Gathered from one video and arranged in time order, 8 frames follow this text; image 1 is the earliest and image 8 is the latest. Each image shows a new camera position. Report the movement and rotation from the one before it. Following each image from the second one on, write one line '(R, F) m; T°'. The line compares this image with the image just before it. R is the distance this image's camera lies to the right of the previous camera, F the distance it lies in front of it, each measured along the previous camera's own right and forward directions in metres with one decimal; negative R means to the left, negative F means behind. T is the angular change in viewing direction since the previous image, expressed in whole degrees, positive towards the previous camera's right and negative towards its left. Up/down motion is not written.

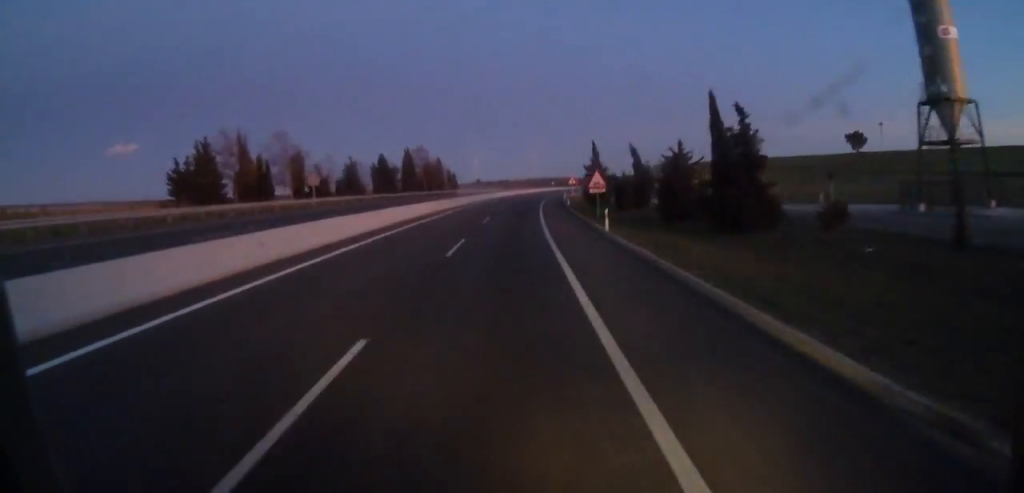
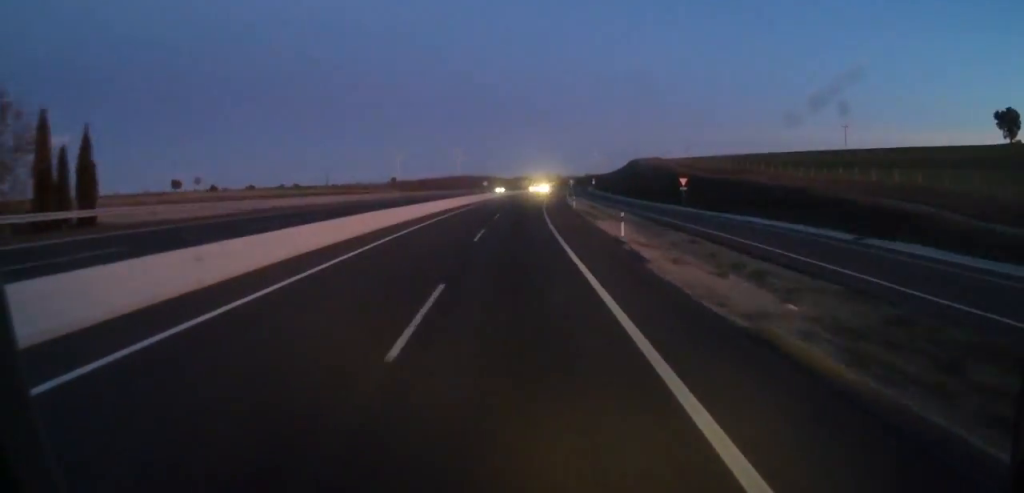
(+8.0, +117.2) m; +7°
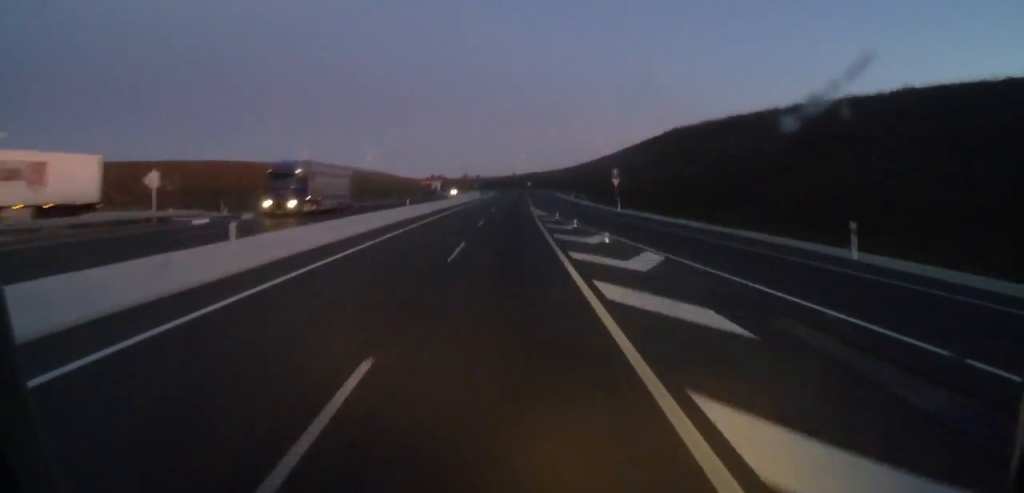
(+9.6, +165.7) m; +5°
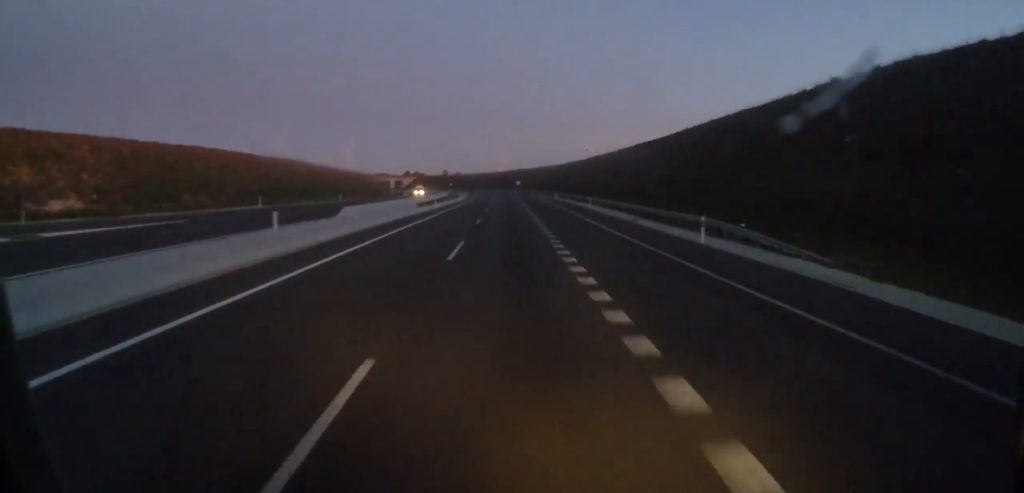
(+1.0, +70.3) m; +1°
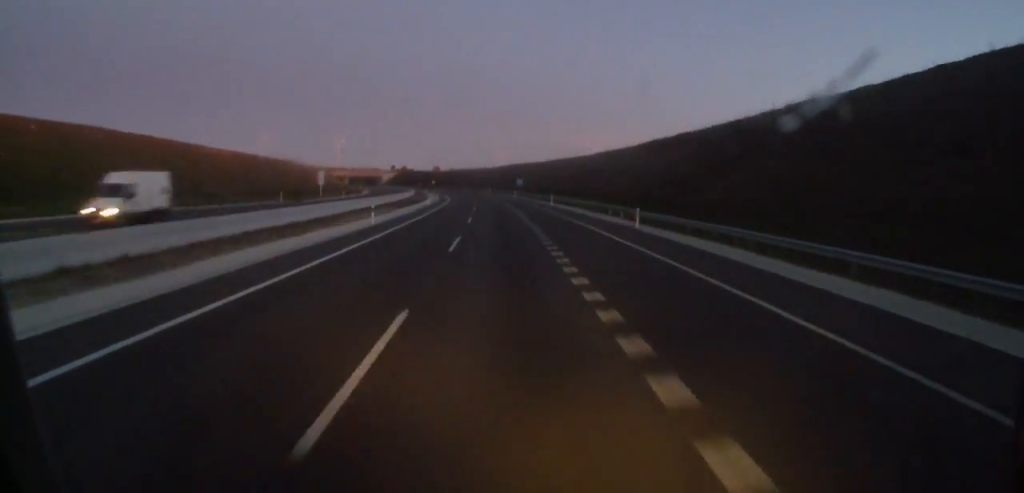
(+0.9, +66.2) m; -1°
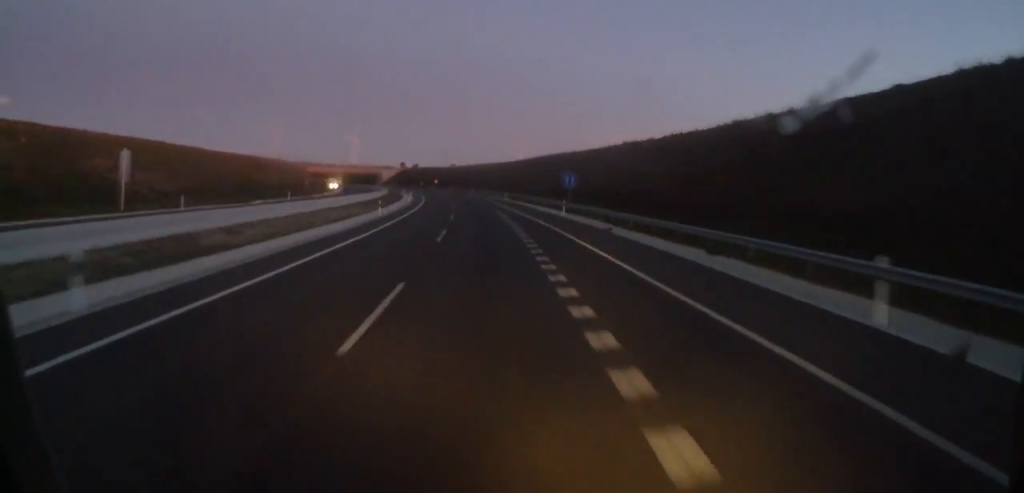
(-1.6, +65.9) m; -3°
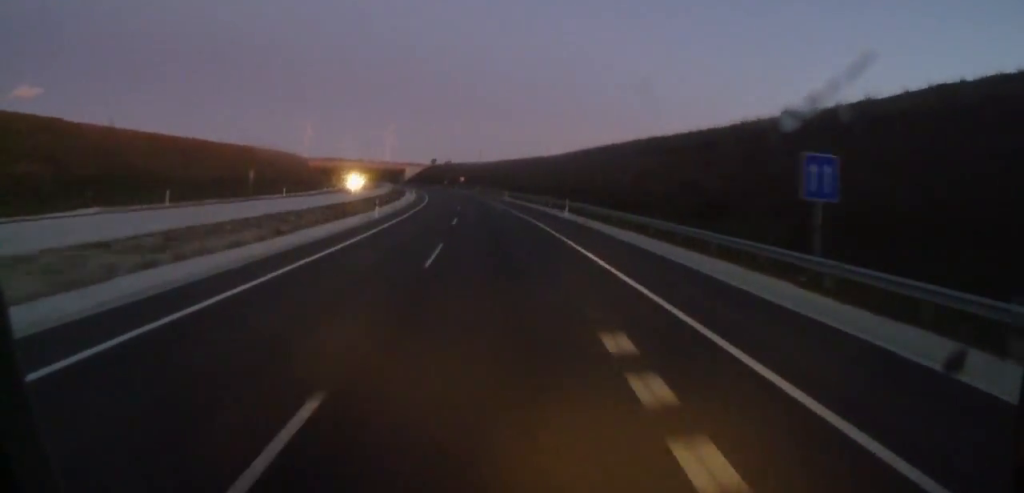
(+0.7, +42.8) m; -2°
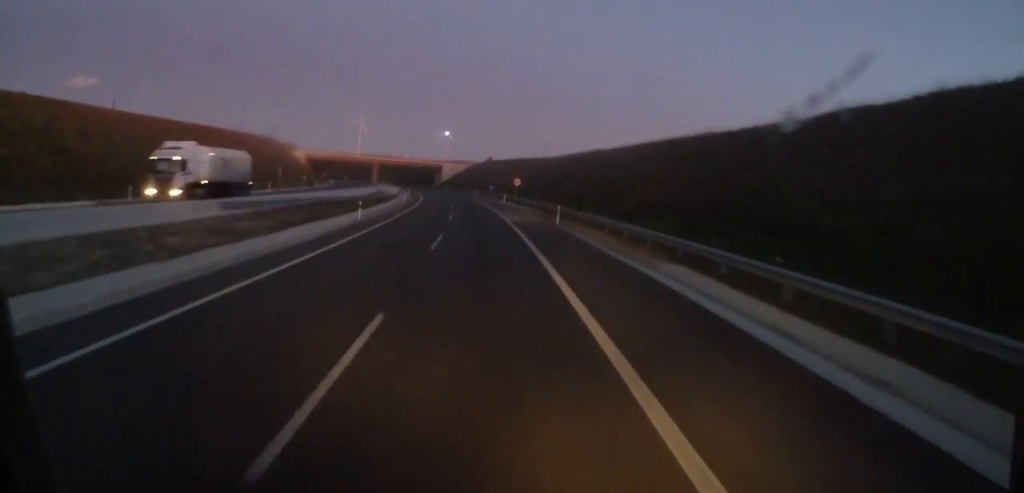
(-4.6, +82.4) m; -5°
